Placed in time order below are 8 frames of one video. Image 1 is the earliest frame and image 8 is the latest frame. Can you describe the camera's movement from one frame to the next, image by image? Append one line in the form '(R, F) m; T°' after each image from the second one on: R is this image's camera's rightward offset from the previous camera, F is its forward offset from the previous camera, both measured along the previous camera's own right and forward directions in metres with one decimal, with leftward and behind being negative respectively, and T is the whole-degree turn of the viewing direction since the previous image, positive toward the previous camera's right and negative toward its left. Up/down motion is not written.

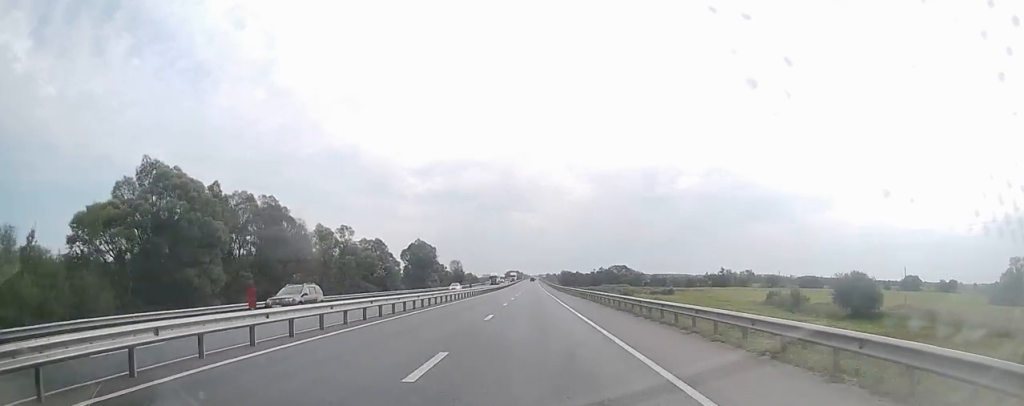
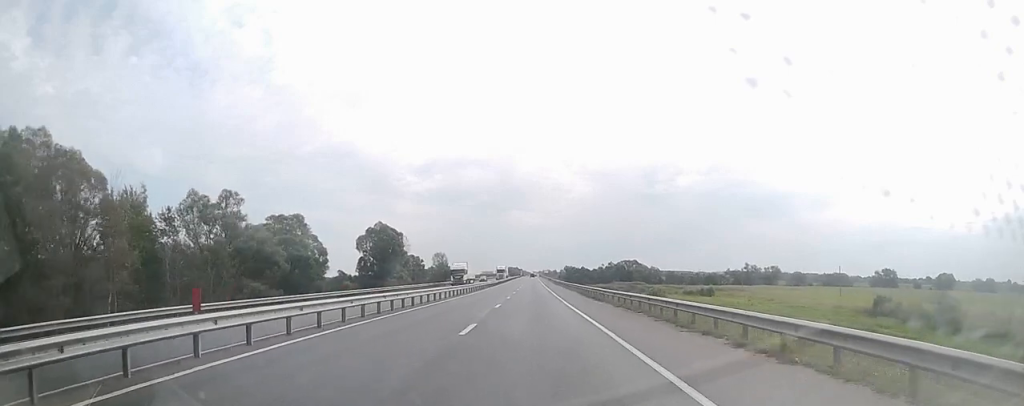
(-0.6, +42.0) m; -1°
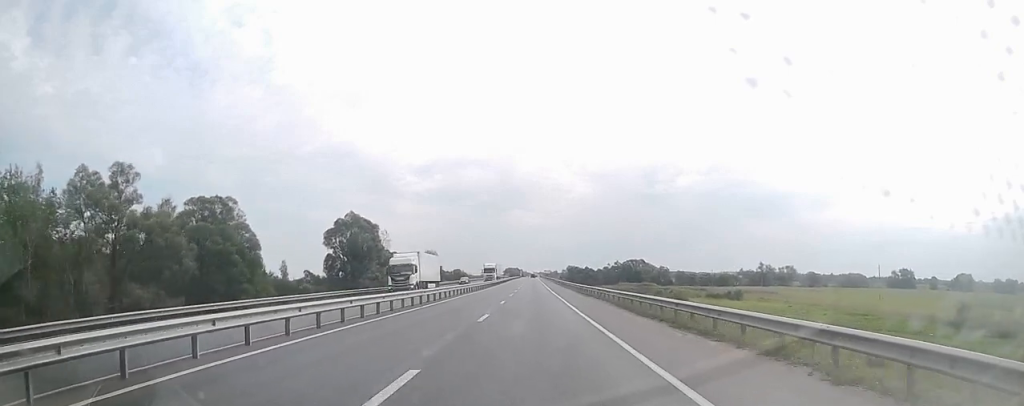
(+0.1, +19.8) m; +1°
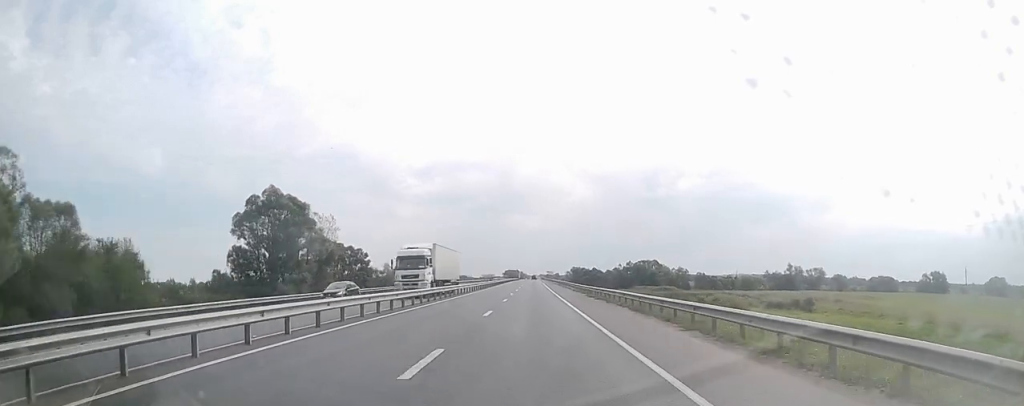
(+0.3, +33.7) m; -1°
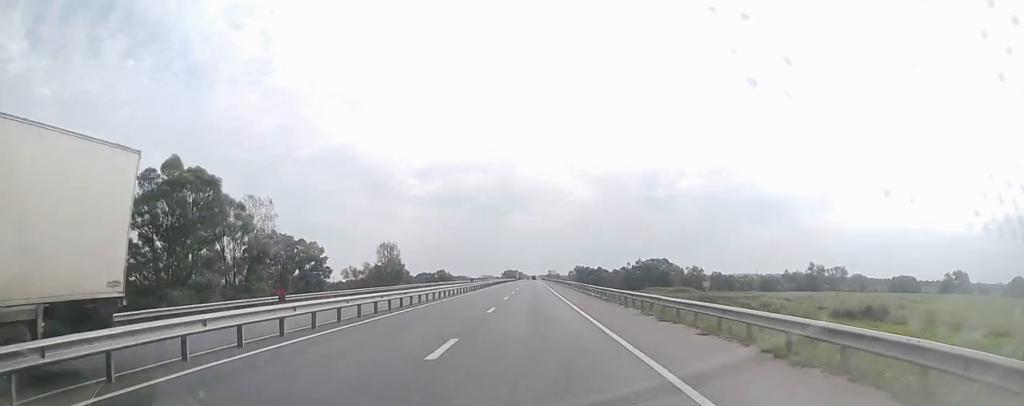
(-0.4, +22.3) m; 0°
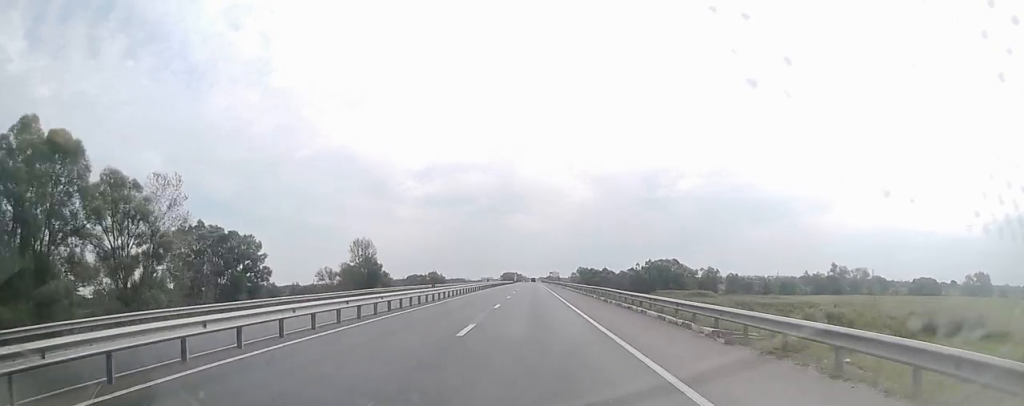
(+0.3, +19.9) m; +1°
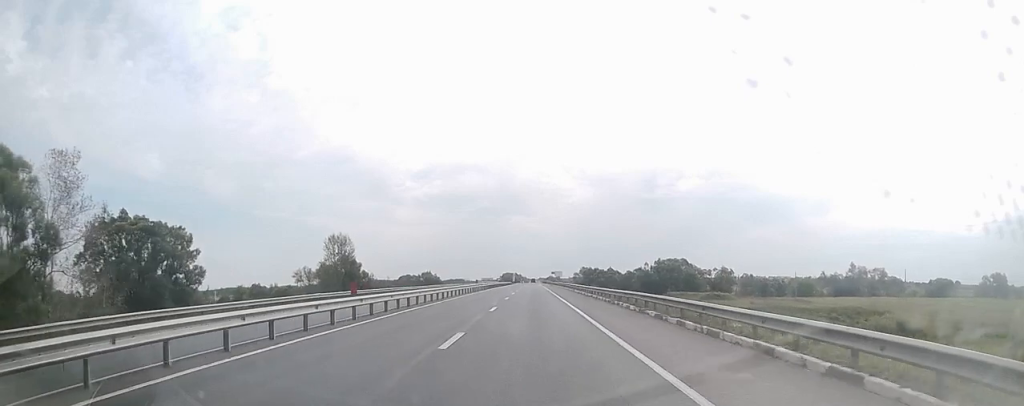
(+0.1, +14.5) m; 0°
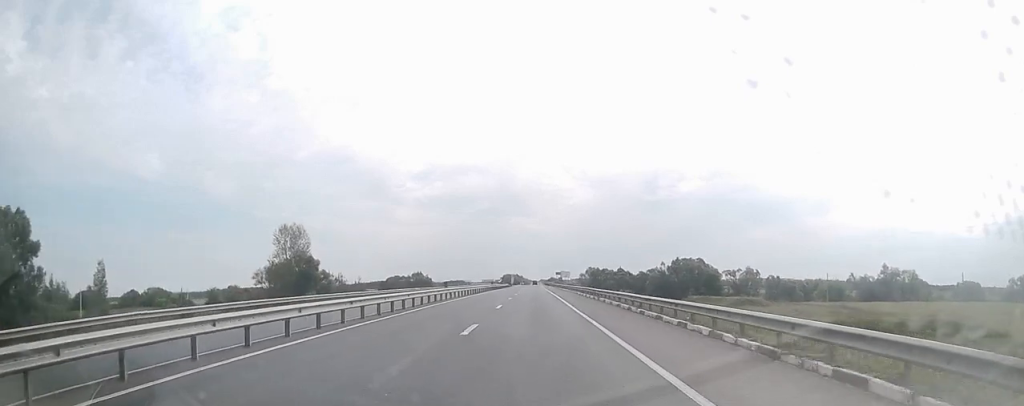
(-0.1, +21.2) m; -1°
